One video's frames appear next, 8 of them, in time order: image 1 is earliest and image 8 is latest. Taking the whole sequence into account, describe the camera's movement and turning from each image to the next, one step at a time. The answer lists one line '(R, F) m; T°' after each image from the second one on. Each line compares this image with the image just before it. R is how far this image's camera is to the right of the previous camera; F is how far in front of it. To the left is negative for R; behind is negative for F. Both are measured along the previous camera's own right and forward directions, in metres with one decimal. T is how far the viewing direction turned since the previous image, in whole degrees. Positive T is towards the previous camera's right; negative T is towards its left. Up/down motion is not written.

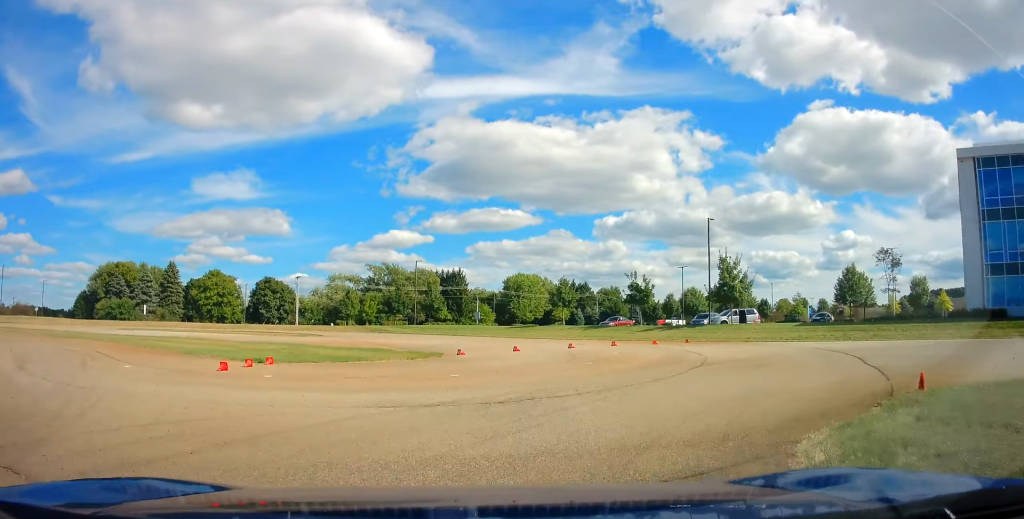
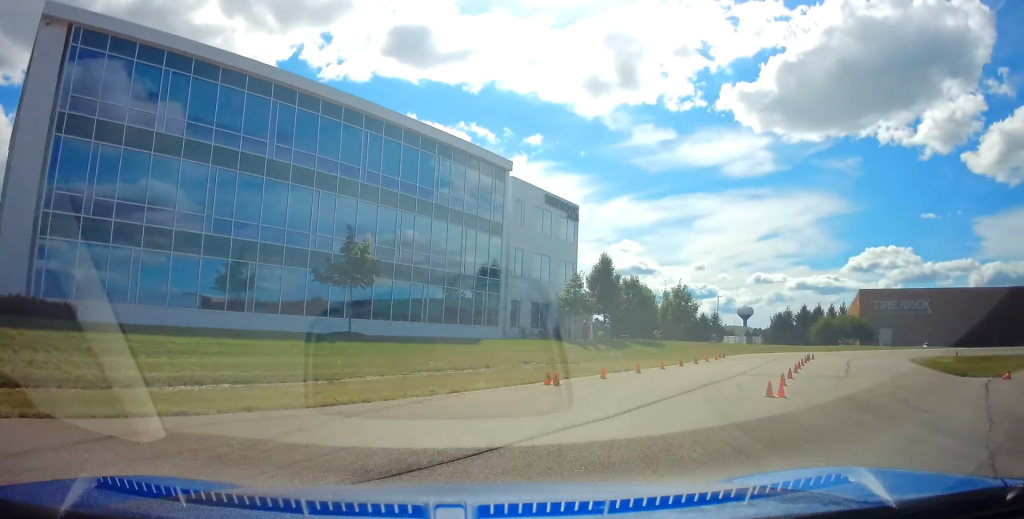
(+12.3, +20.3) m; +90°
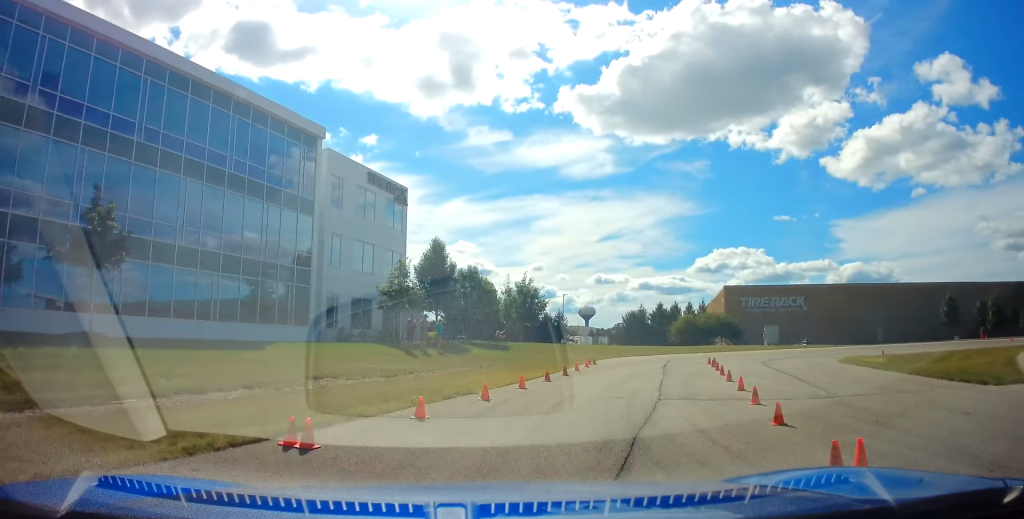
(+2.4, +7.1) m; +15°
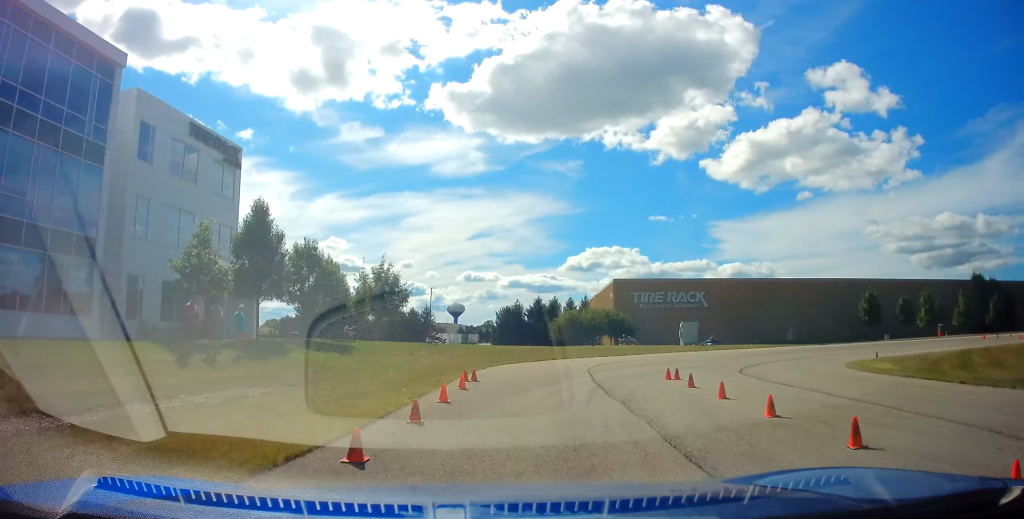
(+1.4, +8.8) m; +16°
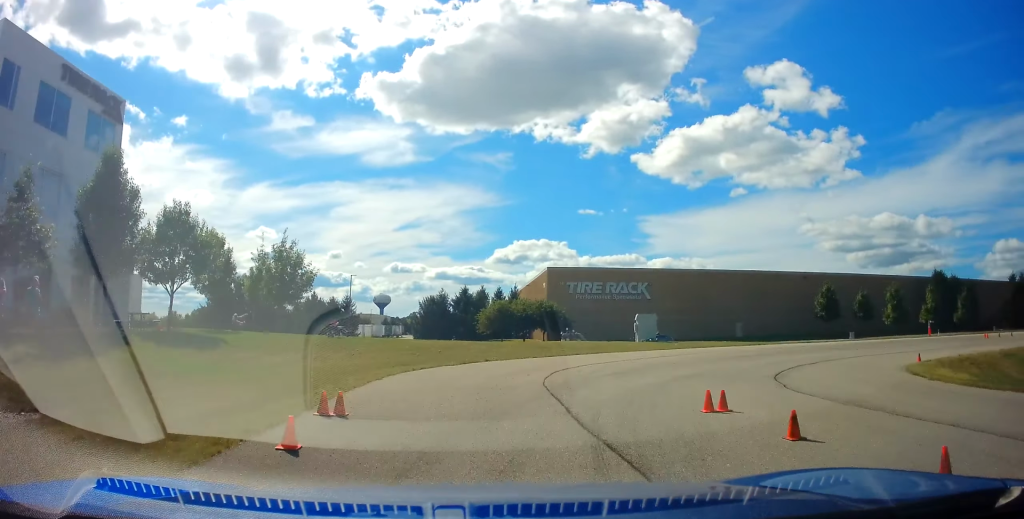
(-0.2, +6.2) m; +9°
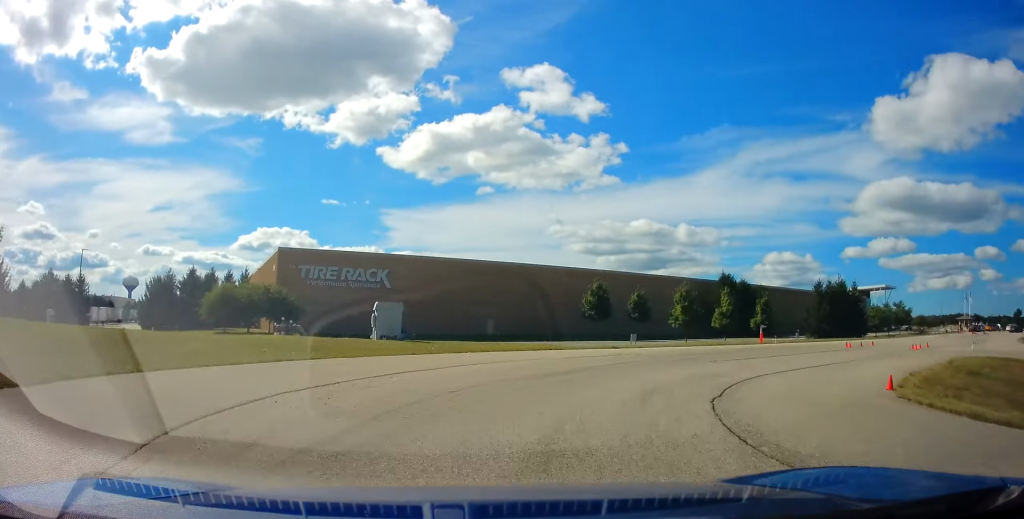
(+1.8, +9.5) m; +23°
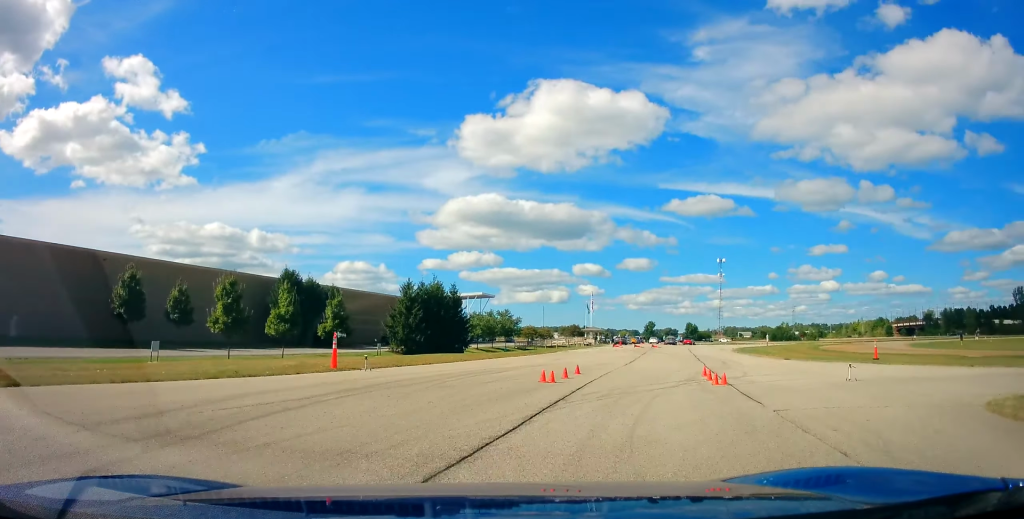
(+6.8, +16.6) m; +43°
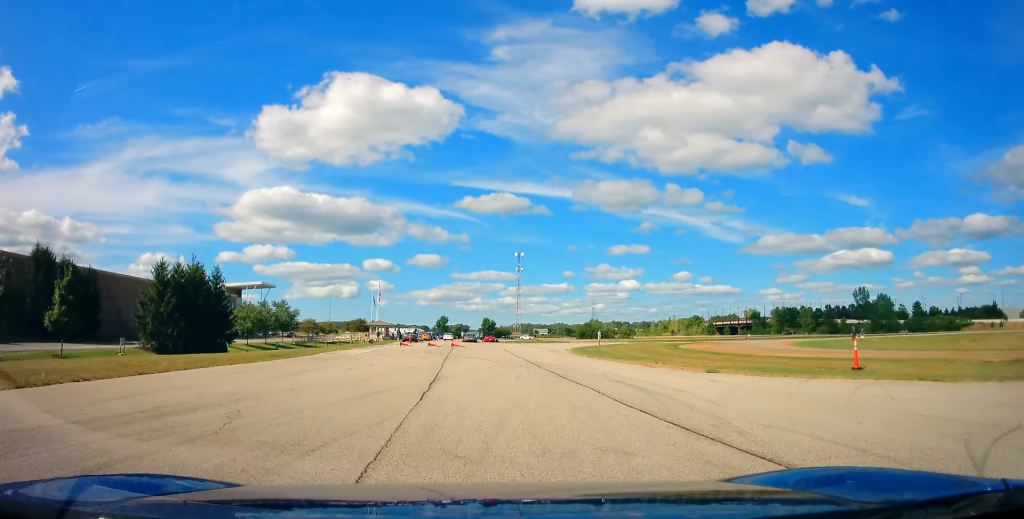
(+2.7, +14.2) m; +16°
